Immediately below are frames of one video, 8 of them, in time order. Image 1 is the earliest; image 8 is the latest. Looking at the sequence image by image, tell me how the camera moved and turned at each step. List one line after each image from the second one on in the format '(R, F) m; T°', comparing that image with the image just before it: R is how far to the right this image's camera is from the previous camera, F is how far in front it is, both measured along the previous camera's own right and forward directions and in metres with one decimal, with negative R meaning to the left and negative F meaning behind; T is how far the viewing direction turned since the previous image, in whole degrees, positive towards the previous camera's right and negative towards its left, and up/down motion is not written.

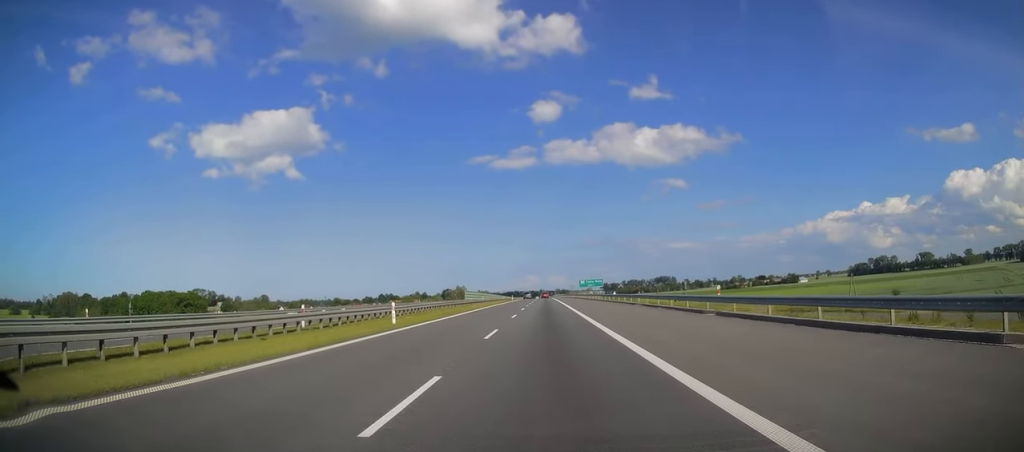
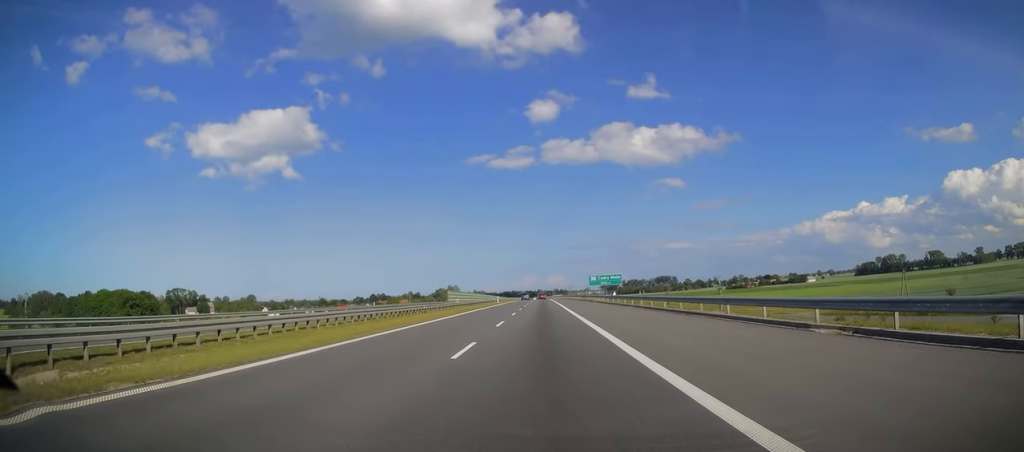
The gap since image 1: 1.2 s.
(0.0, +33.0) m; 0°
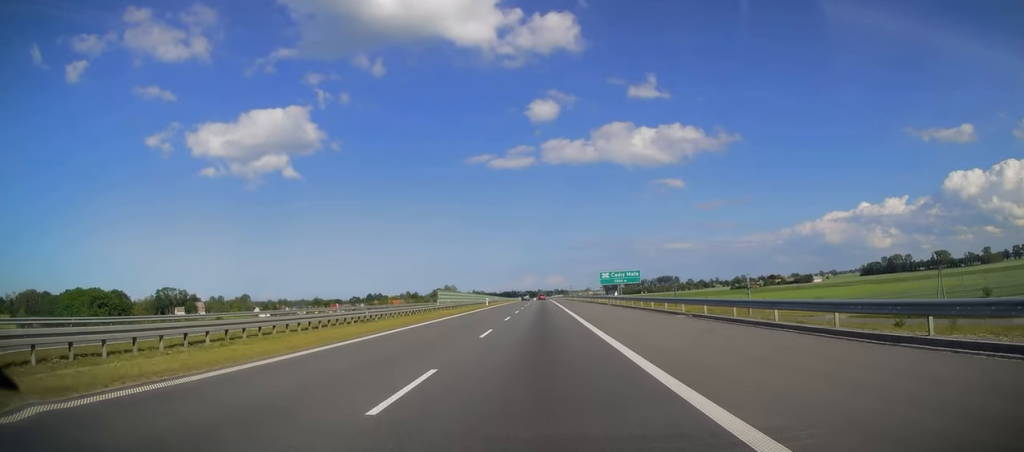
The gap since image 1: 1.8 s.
(0.0, +17.6) m; 0°
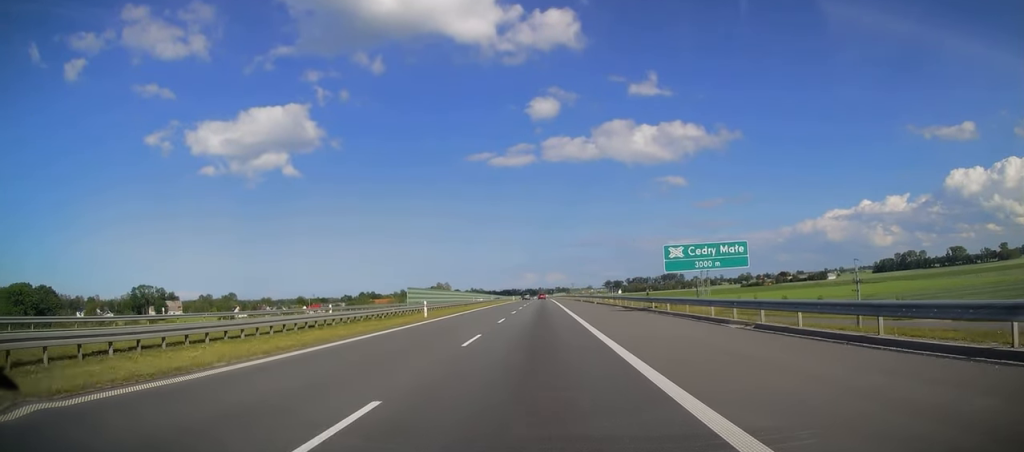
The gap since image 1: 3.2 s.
(-0.4, +38.9) m; 0°
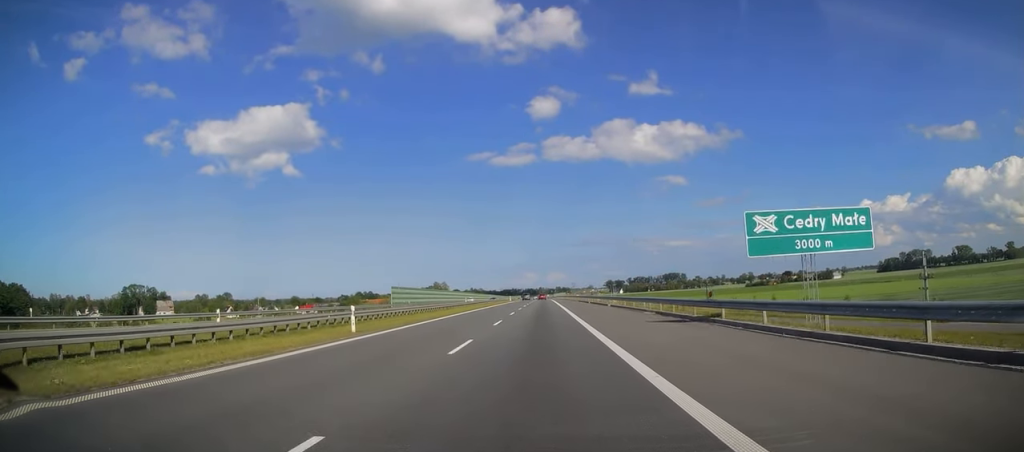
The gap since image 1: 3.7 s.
(+0.1, +13.9) m; 0°
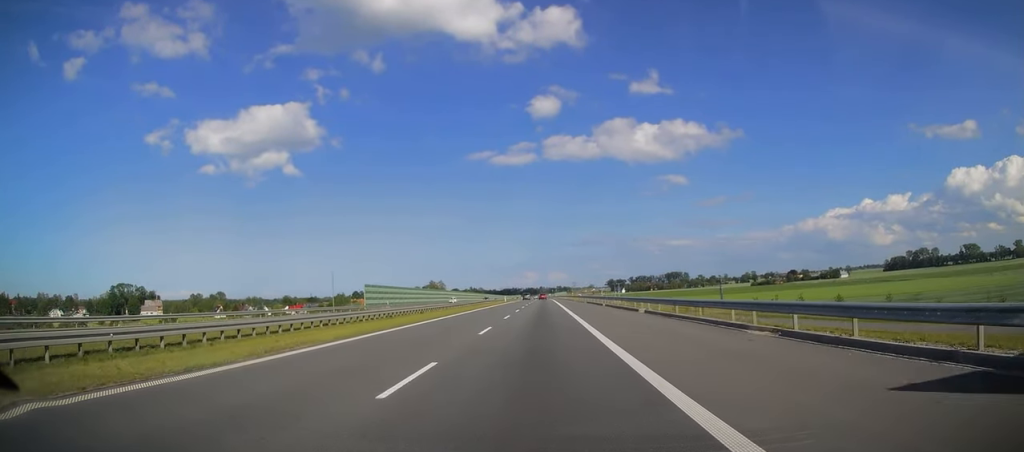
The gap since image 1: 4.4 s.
(+0.1, +17.7) m; 0°
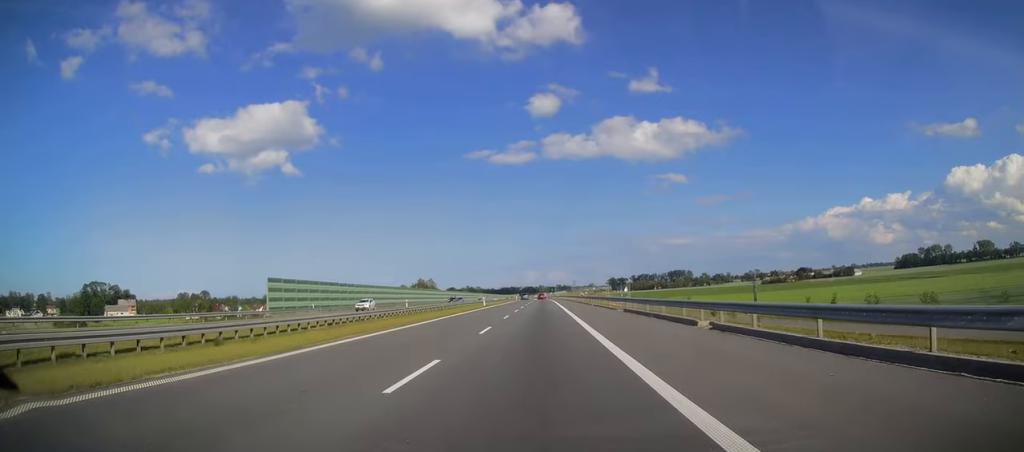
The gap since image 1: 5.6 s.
(0.0, +35.3) m; -1°
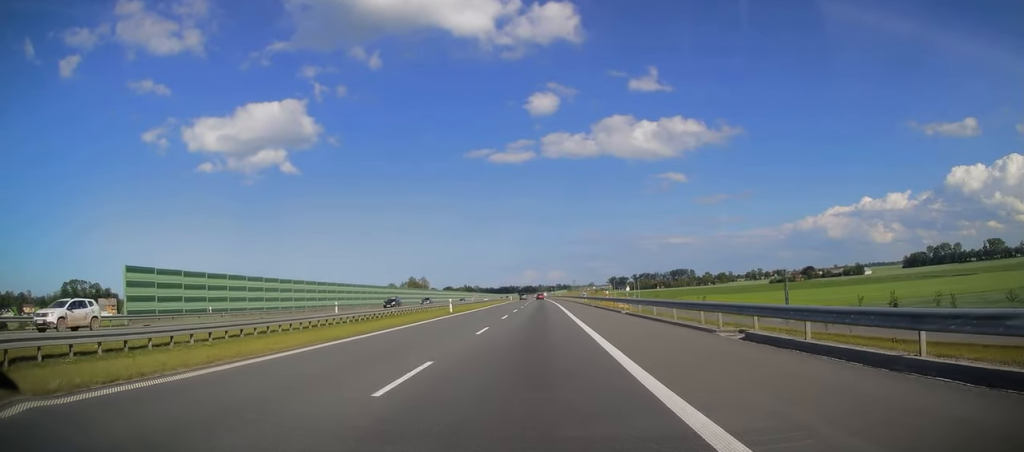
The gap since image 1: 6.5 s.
(-0.2, +24.1) m; 0°
